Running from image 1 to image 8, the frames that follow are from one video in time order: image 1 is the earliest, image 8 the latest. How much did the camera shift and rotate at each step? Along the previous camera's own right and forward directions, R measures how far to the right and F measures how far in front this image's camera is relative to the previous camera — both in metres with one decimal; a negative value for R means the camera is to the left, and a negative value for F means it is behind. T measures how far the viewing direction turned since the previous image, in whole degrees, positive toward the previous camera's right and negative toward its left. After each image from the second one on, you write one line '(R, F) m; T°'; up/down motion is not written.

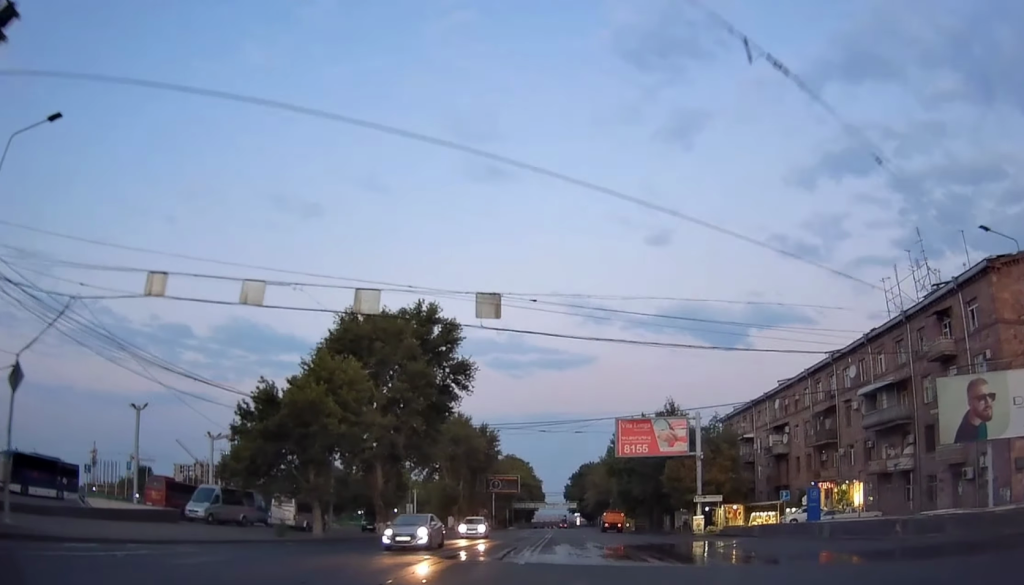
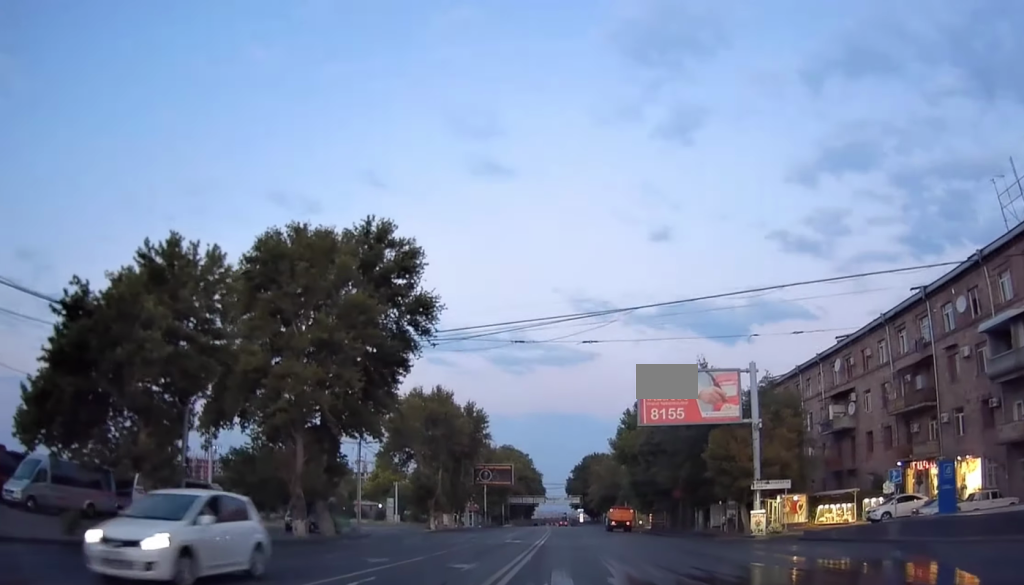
(-0.2, +18.2) m; -1°
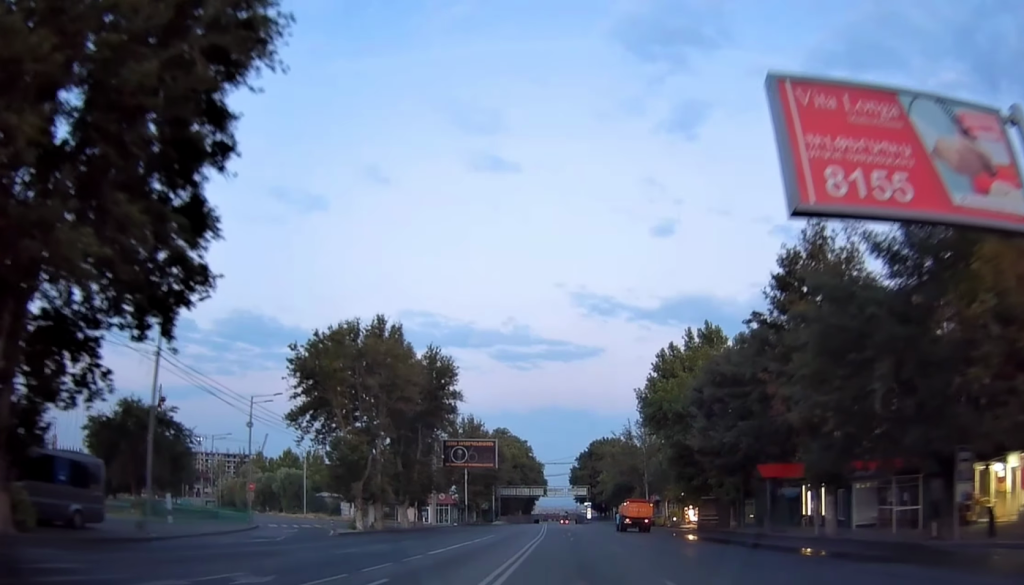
(+0.4, +29.1) m; +3°
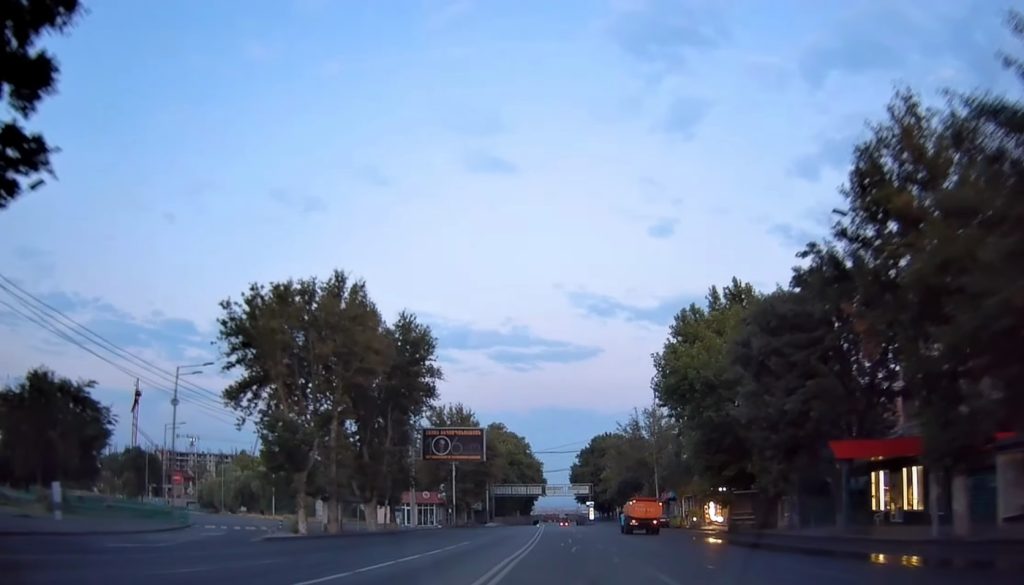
(+0.3, +11.1) m; +1°
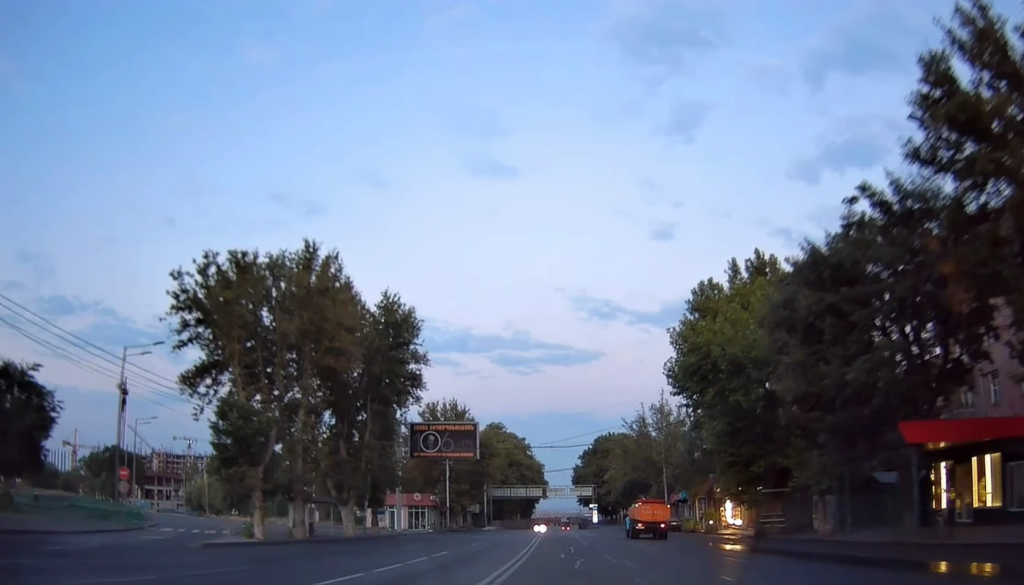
(0.0, +6.4) m; -1°
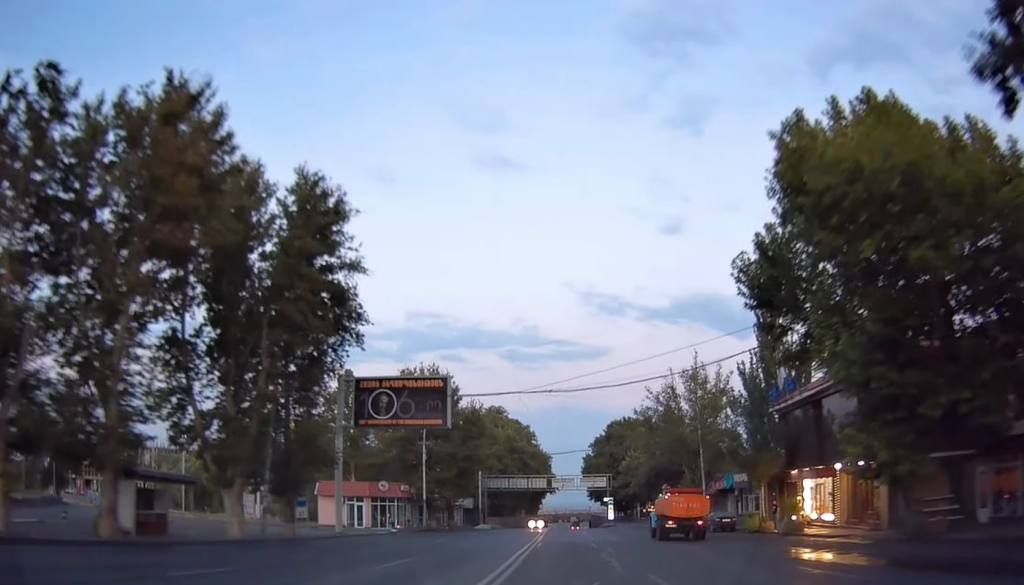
(-0.6, +18.1) m; -2°
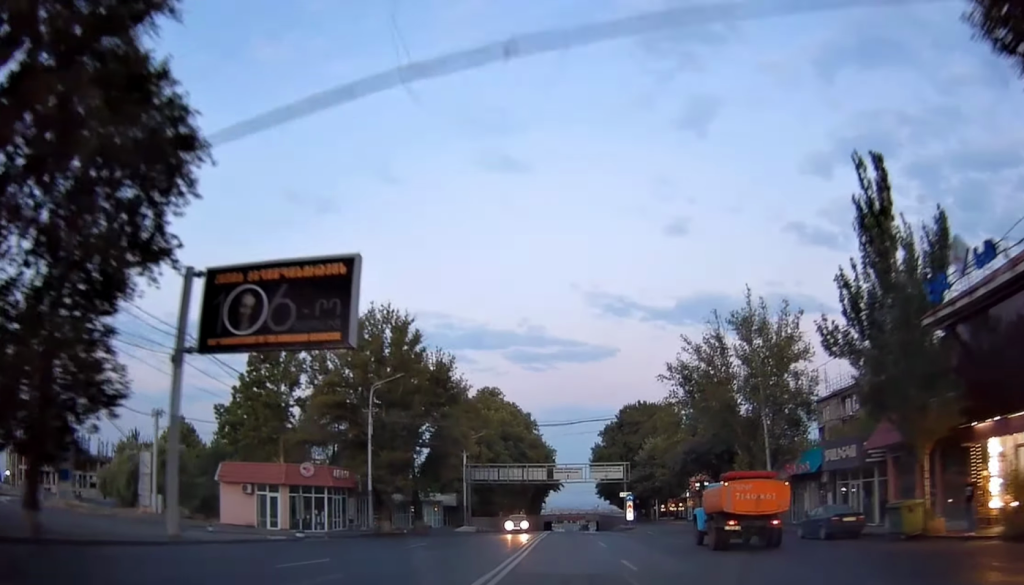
(0.0, +19.3) m; +1°
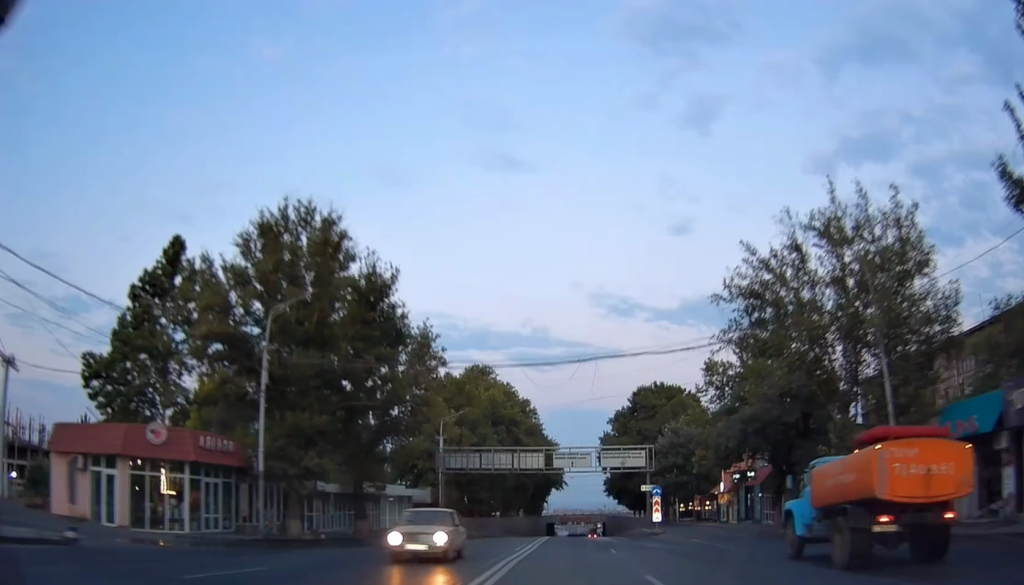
(+0.3, +17.2) m; -1°
